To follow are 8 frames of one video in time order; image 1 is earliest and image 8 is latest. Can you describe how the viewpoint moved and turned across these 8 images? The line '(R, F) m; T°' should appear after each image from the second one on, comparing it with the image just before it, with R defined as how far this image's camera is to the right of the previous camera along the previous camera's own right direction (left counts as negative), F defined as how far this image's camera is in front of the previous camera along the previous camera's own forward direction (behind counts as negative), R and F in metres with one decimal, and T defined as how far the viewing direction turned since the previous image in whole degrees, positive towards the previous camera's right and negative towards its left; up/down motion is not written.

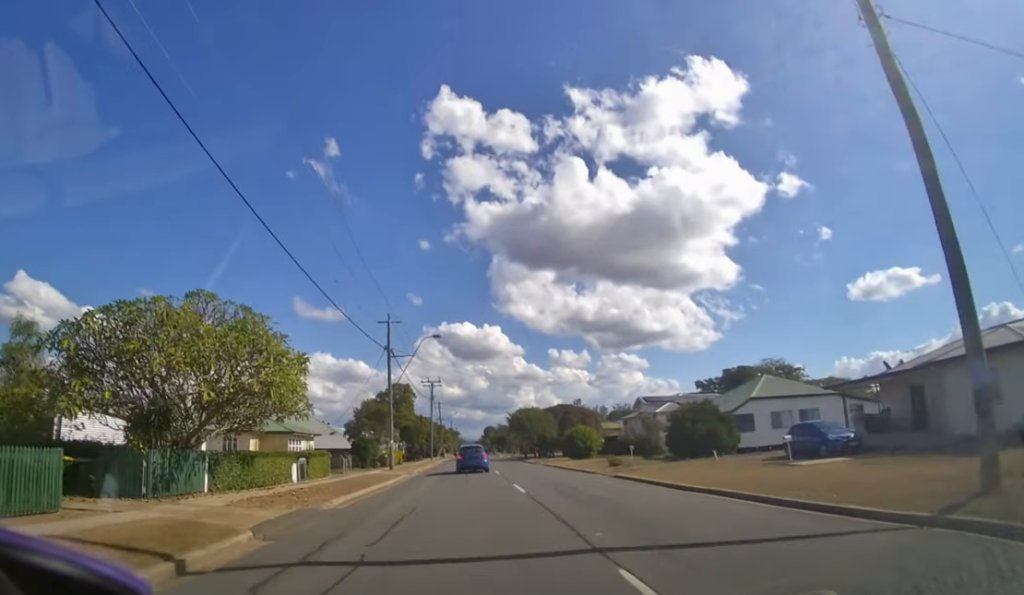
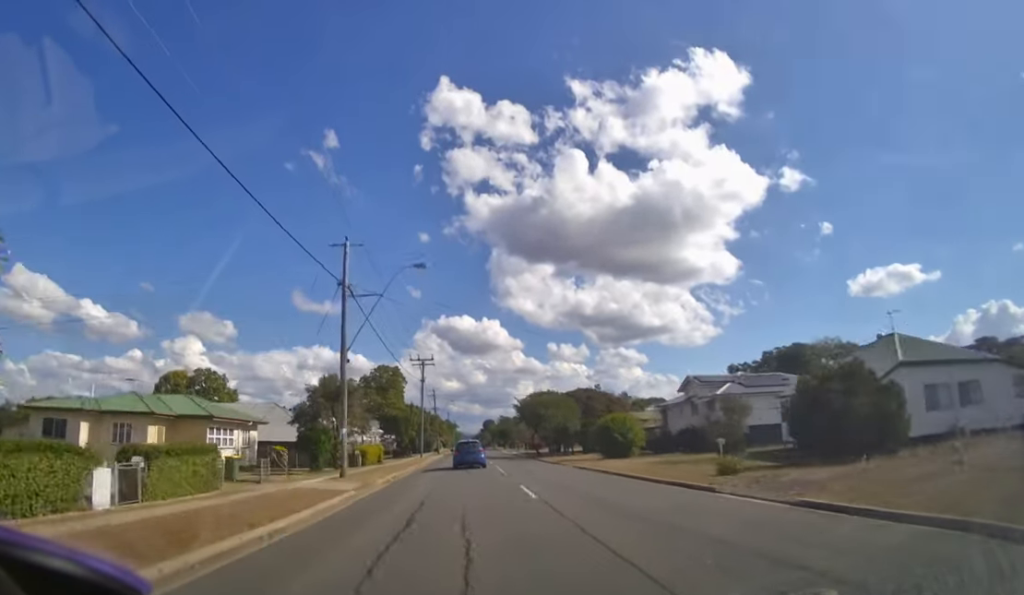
(-0.1, +13.5) m; 0°
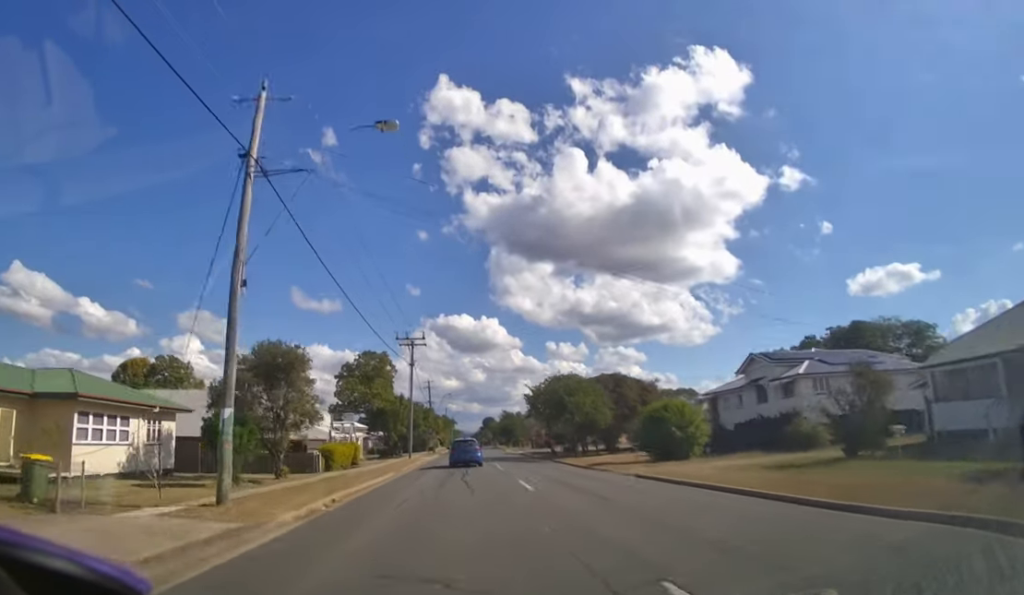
(0.0, +10.7) m; 0°
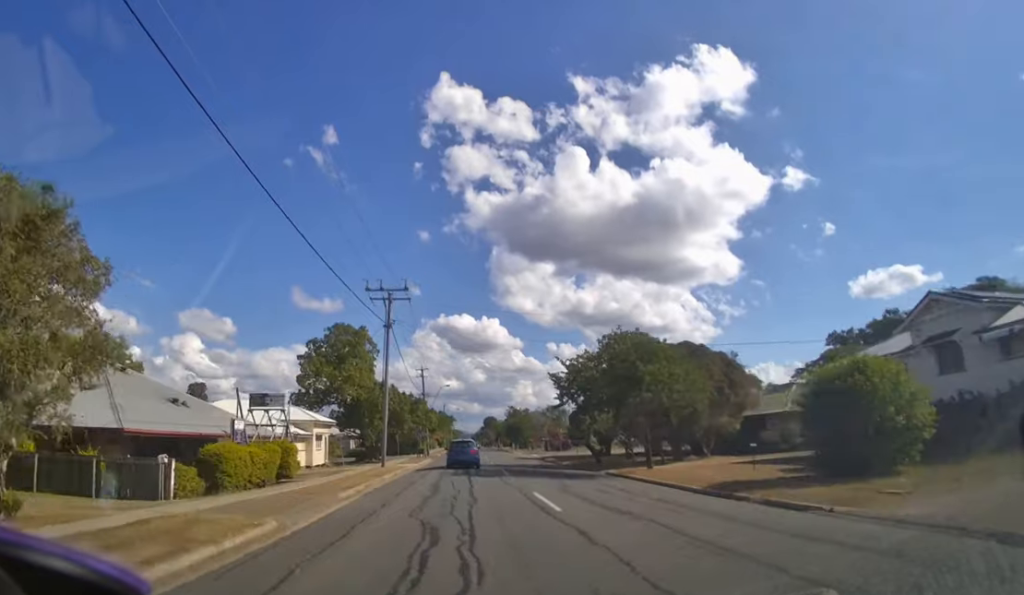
(0.0, +14.7) m; 0°
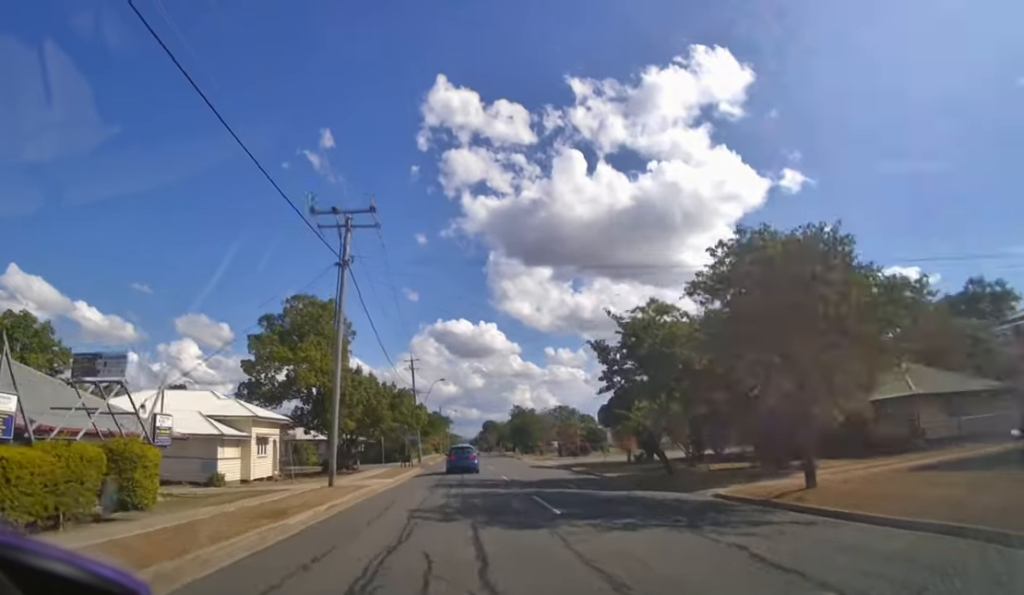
(0.0, +10.3) m; 0°
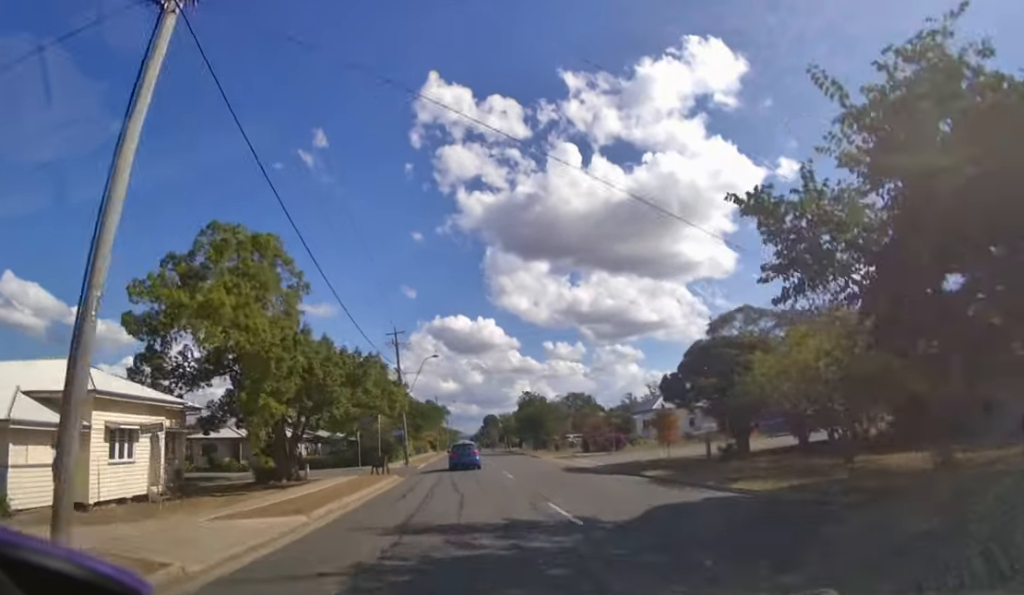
(0.0, +11.1) m; 0°
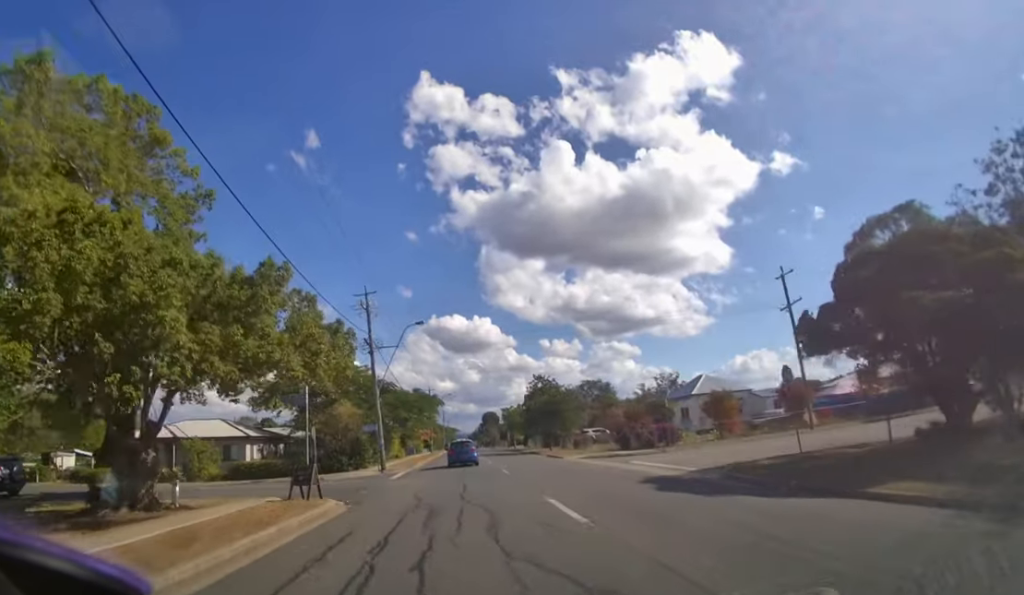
(0.0, +10.0) m; 0°
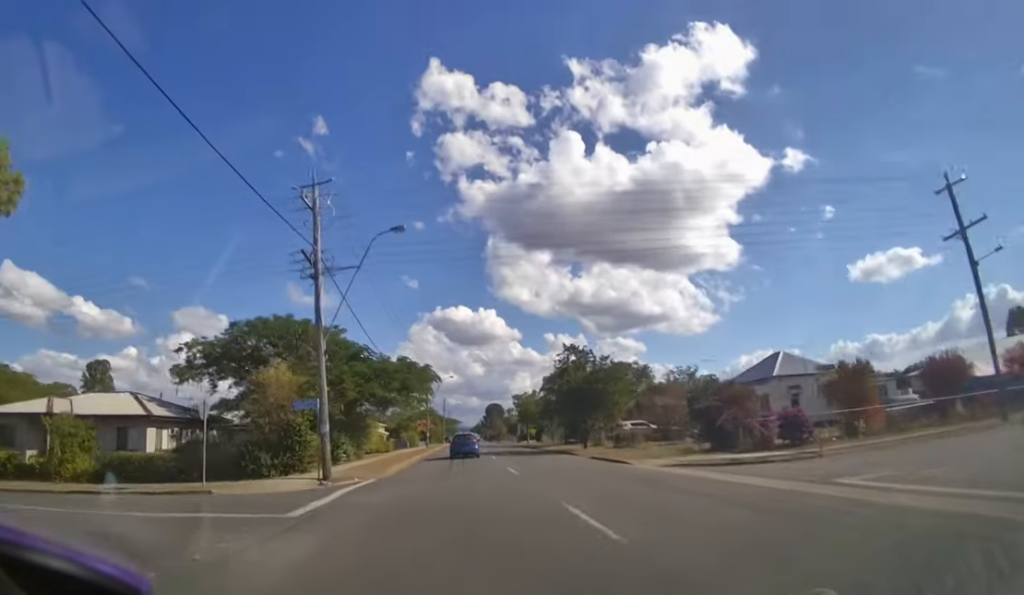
(0.0, +12.1) m; 0°
